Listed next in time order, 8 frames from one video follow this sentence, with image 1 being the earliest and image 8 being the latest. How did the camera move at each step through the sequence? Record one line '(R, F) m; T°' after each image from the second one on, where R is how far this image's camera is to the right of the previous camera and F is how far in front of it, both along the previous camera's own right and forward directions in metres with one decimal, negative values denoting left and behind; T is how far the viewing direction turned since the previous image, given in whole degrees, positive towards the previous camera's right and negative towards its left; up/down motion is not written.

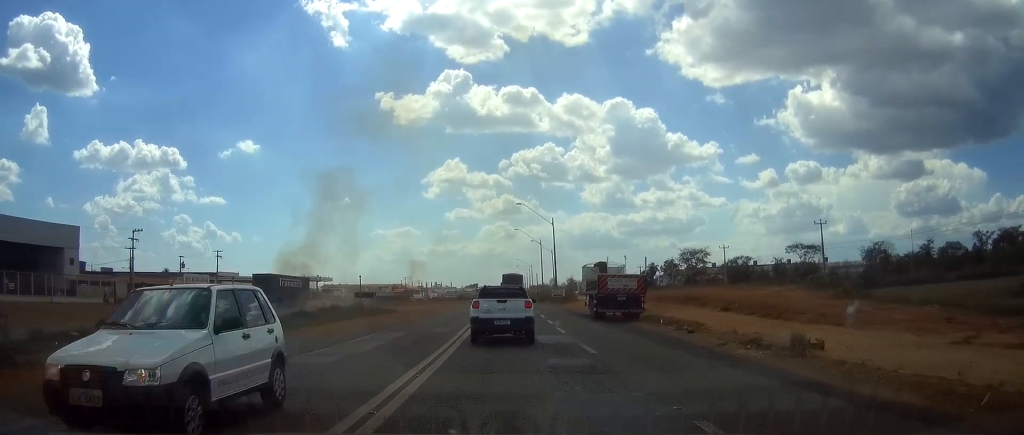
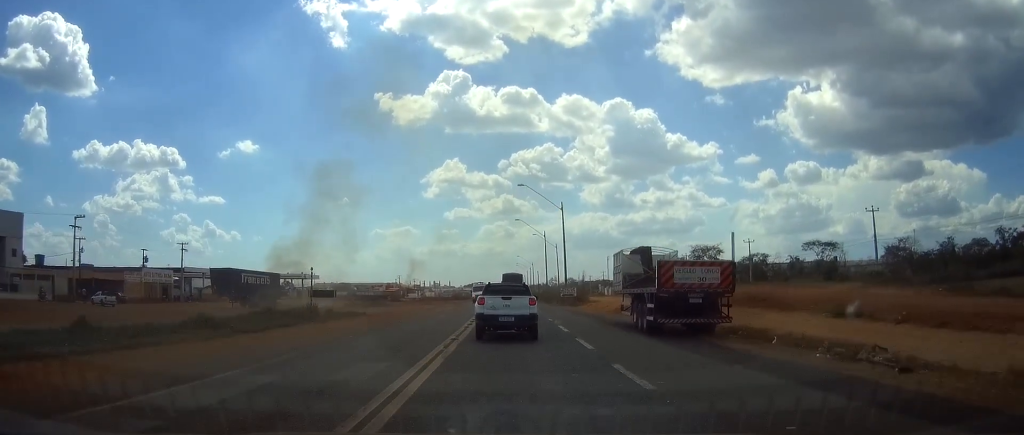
(+0.2, +13.8) m; 0°
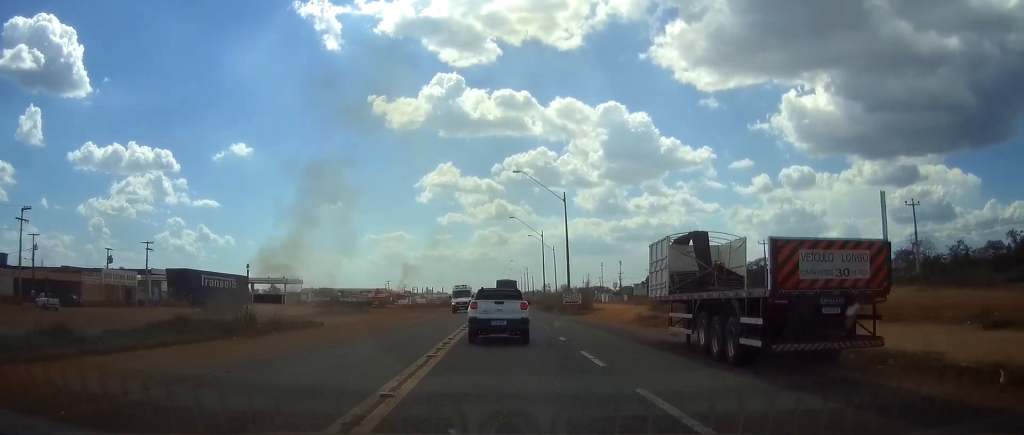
(0.0, +10.0) m; 0°
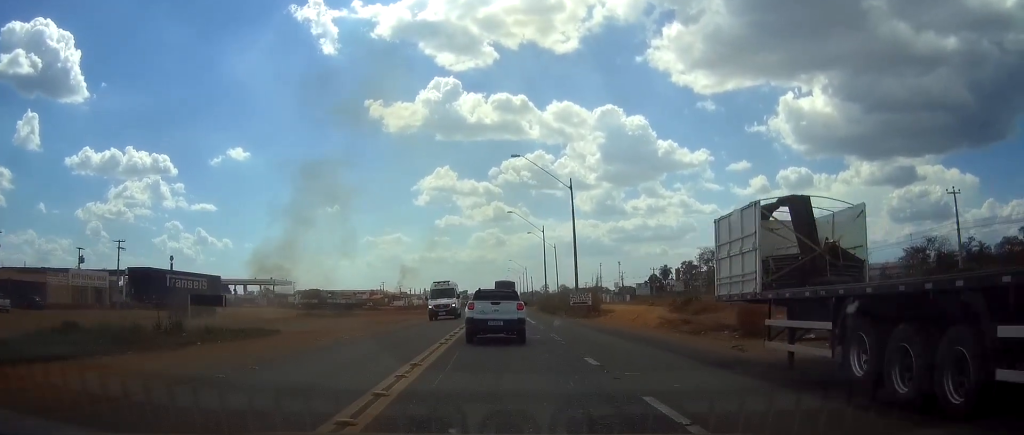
(0.0, +8.1) m; 0°
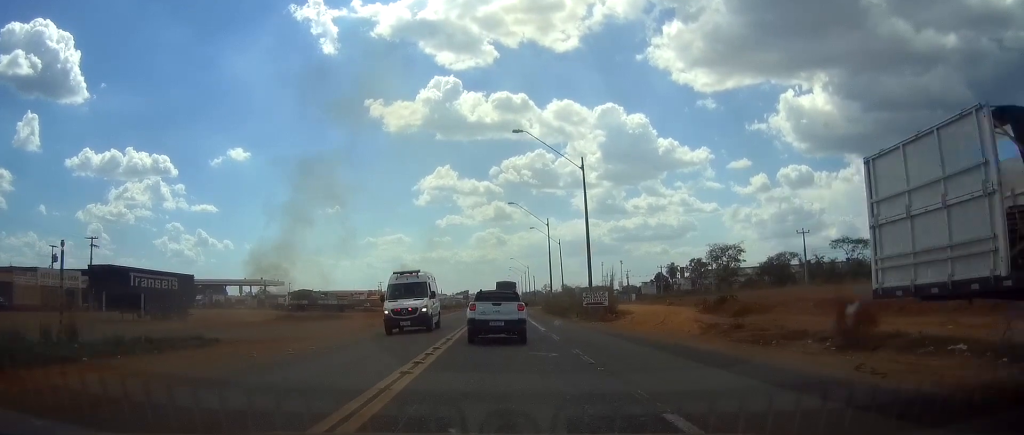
(0.0, +6.9) m; 0°
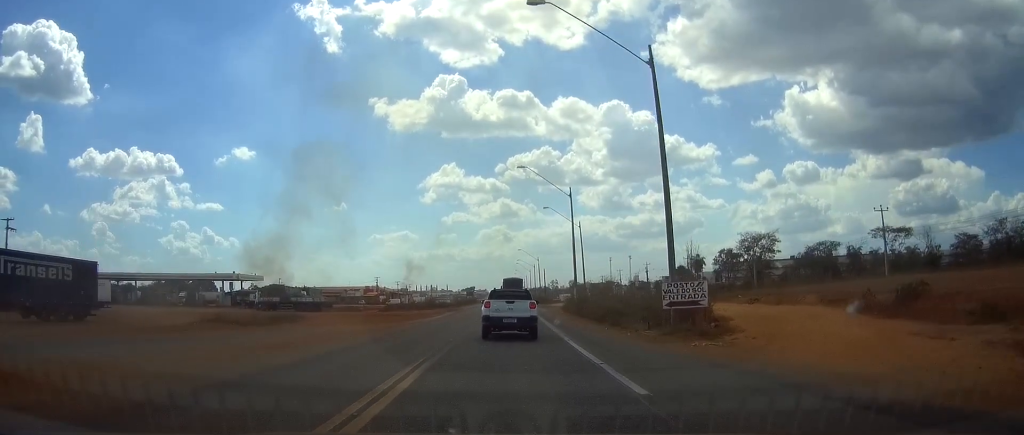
(-0.1, +19.7) m; 0°
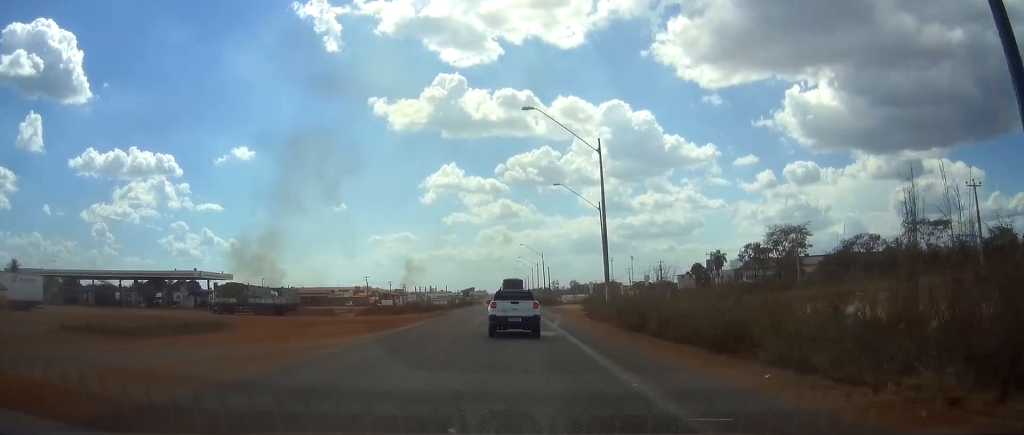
(+0.1, +18.1) m; 0°
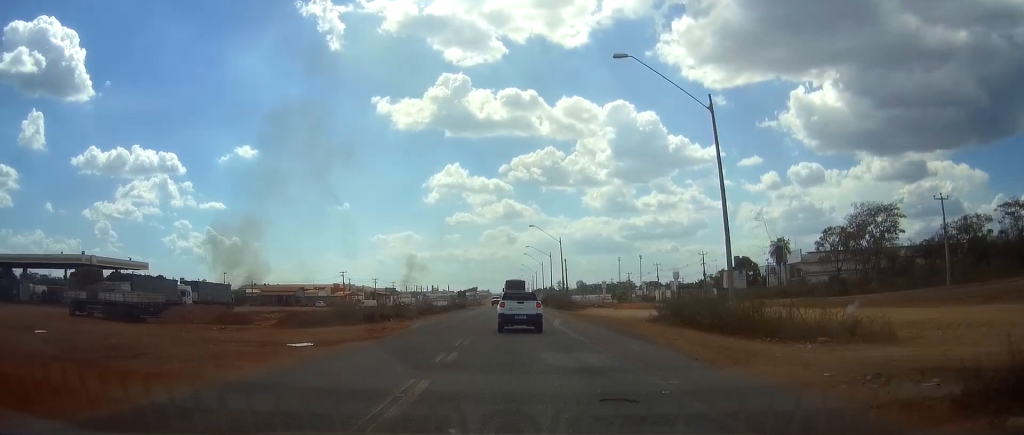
(-0.2, +36.1) m; -1°
